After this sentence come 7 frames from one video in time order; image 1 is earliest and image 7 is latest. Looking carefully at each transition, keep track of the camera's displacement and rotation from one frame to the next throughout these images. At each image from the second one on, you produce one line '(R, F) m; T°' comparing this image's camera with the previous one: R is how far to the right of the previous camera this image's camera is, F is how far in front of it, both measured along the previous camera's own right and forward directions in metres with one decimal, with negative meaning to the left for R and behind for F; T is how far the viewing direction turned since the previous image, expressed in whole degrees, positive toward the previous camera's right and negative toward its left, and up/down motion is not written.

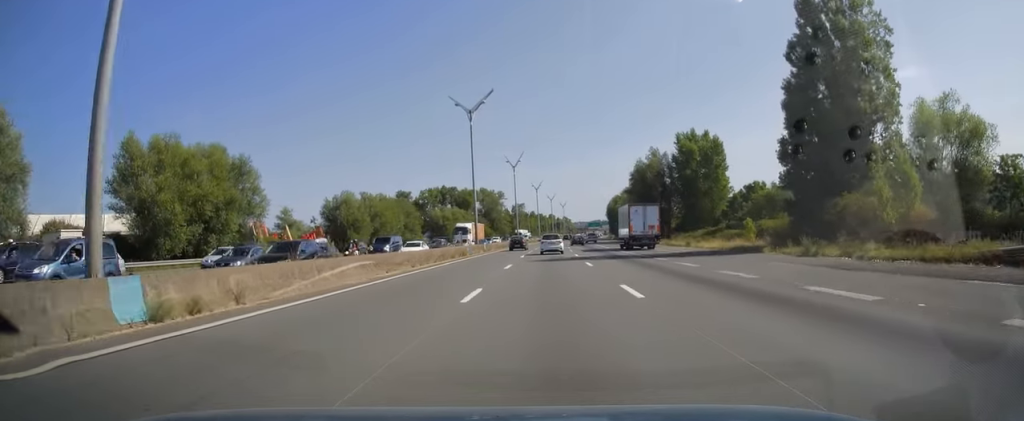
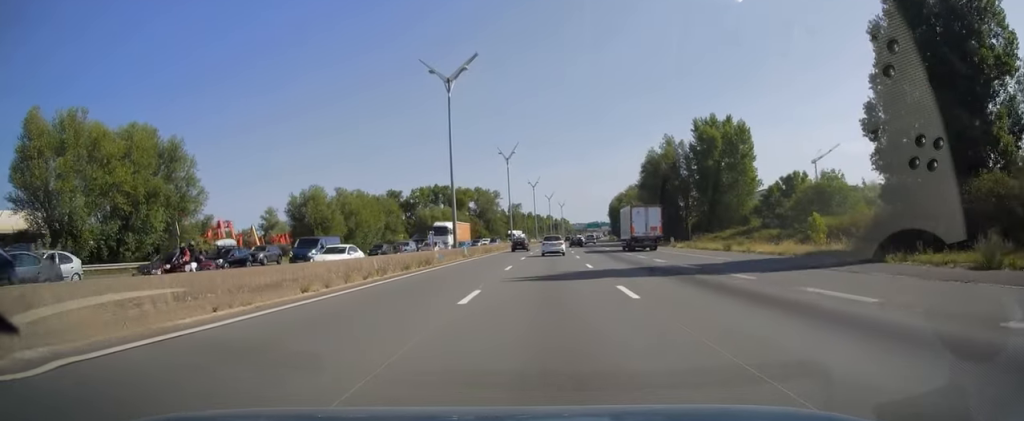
(0.0, +13.1) m; 0°
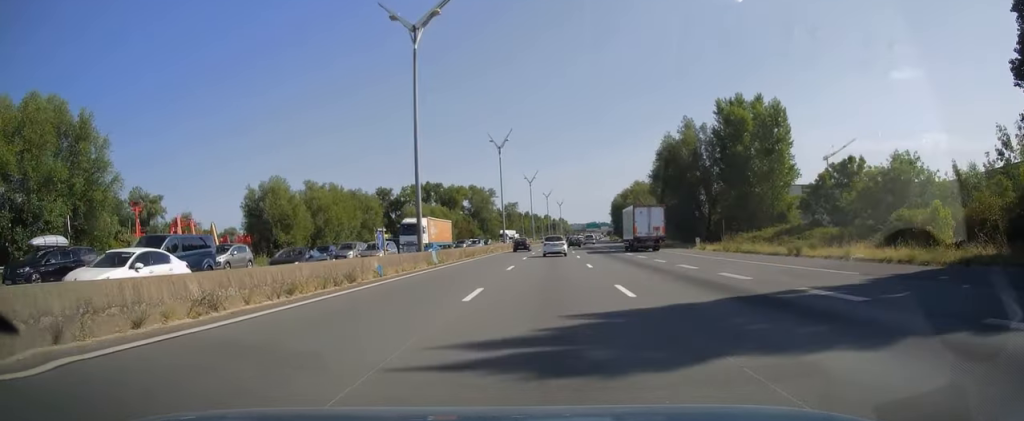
(+0.1, +12.6) m; 0°
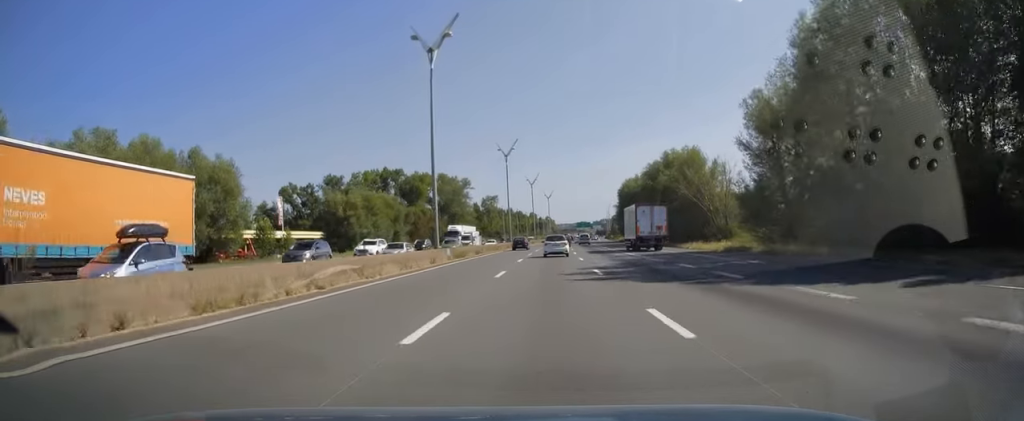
(+0.3, +45.0) m; +1°
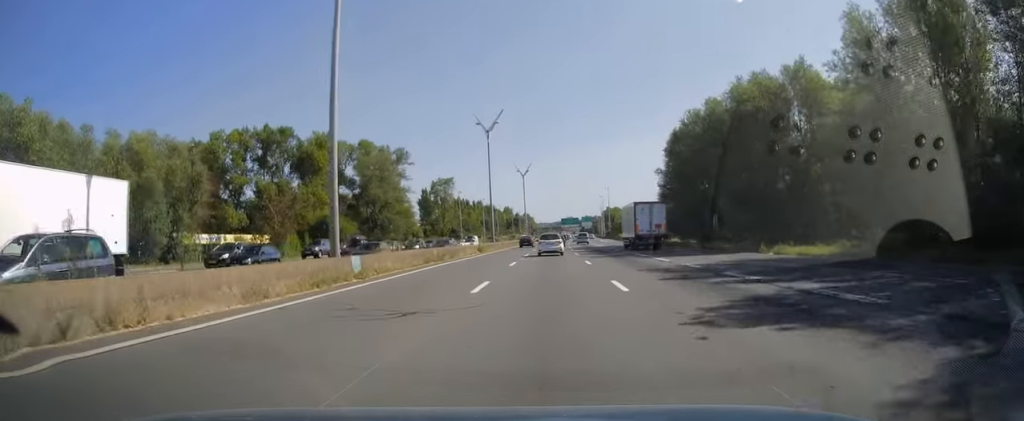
(+1.4, +73.1) m; +2°
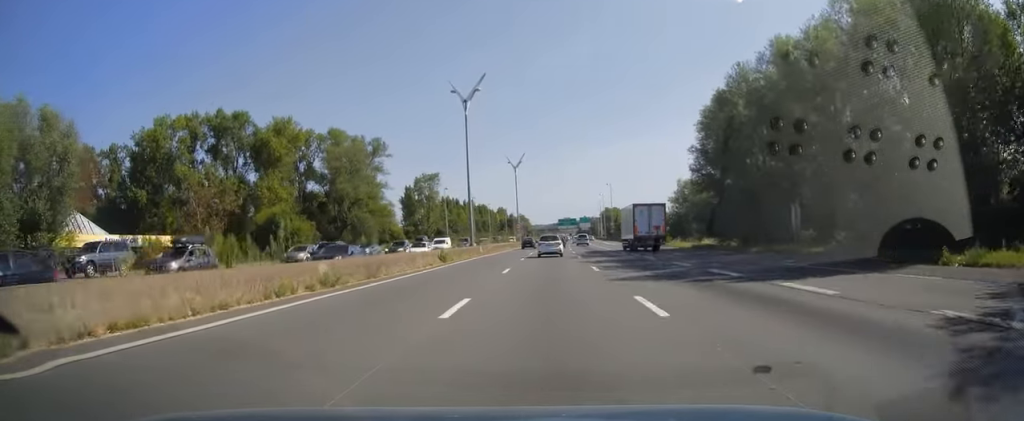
(0.0, +17.7) m; 0°
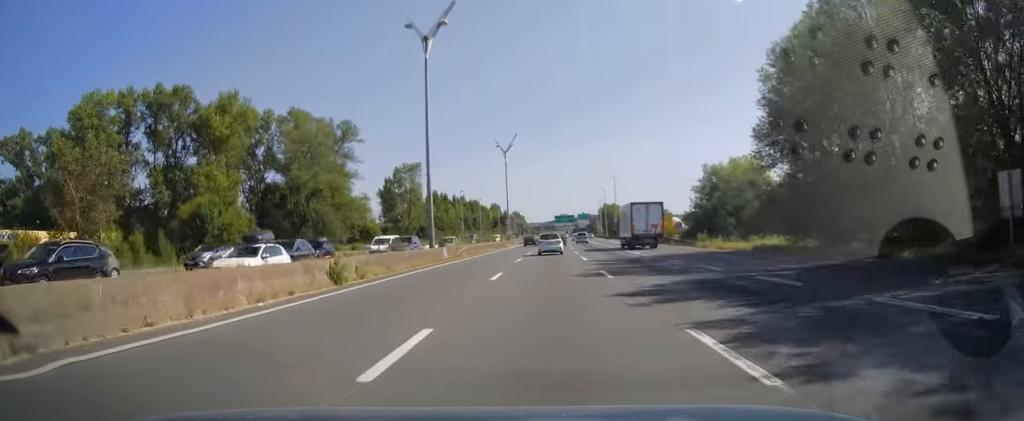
(0.0, +17.9) m; 0°
